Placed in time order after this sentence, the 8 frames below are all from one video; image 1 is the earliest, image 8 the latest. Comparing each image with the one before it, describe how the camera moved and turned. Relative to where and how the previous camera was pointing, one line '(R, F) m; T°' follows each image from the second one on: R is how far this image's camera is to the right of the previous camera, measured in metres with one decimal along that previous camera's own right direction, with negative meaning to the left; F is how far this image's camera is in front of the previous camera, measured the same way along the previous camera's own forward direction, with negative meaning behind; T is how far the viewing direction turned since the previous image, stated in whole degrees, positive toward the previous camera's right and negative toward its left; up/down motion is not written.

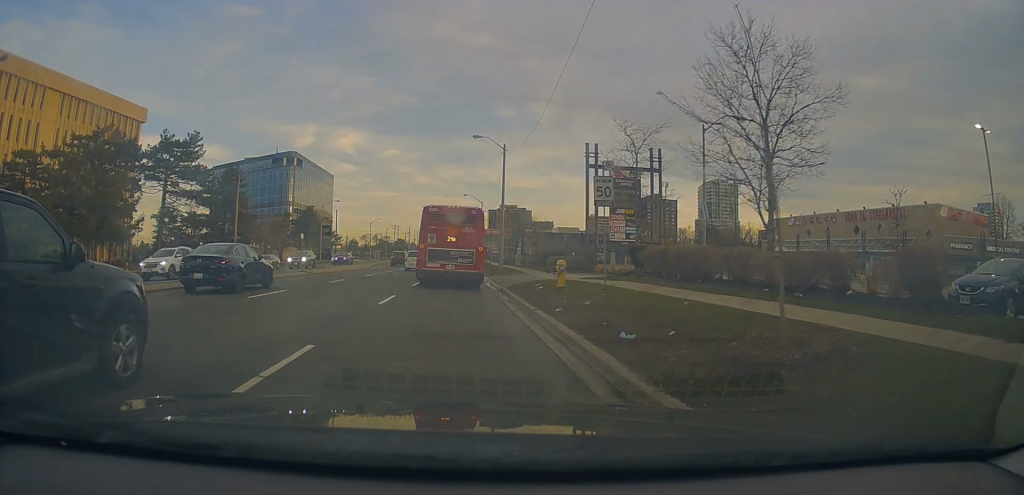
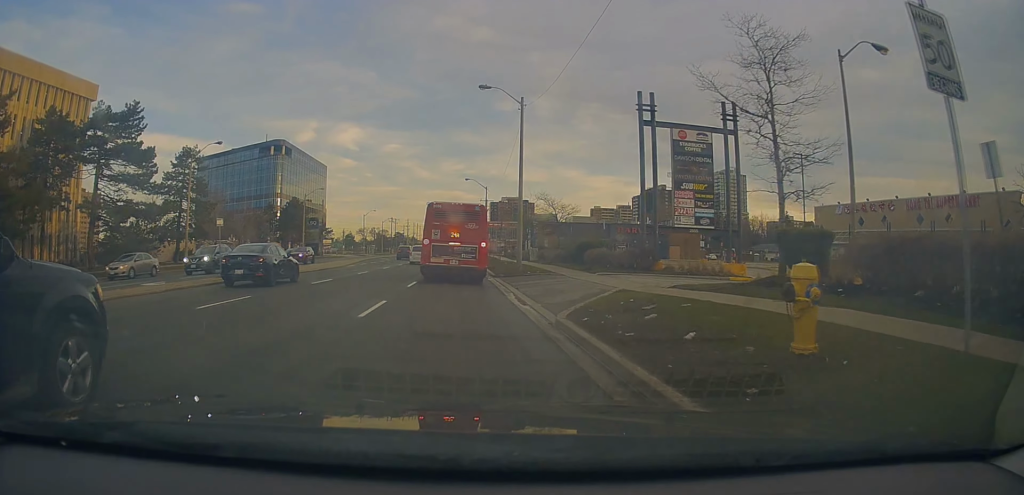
(0.0, +12.8) m; -2°
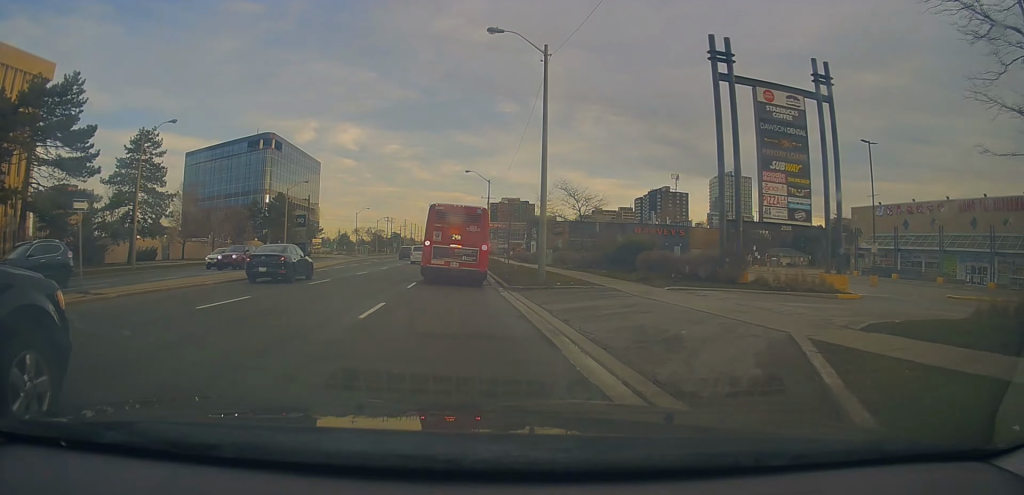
(-0.3, +9.4) m; -1°
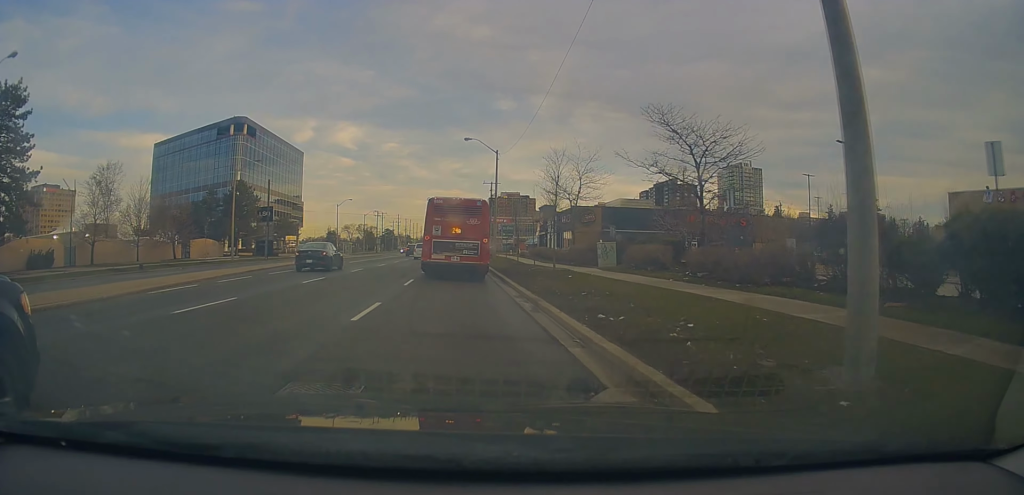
(+0.2, +19.4) m; +1°
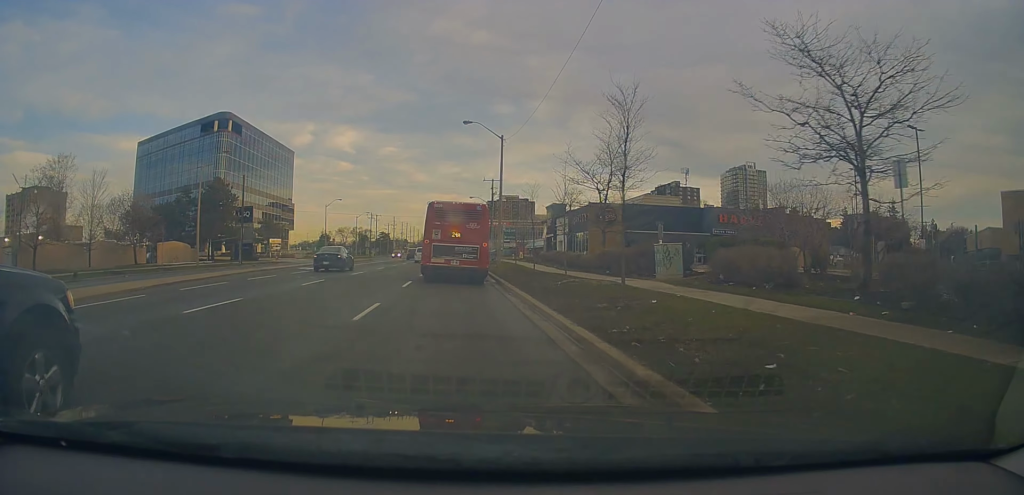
(0.0, +8.9) m; +1°
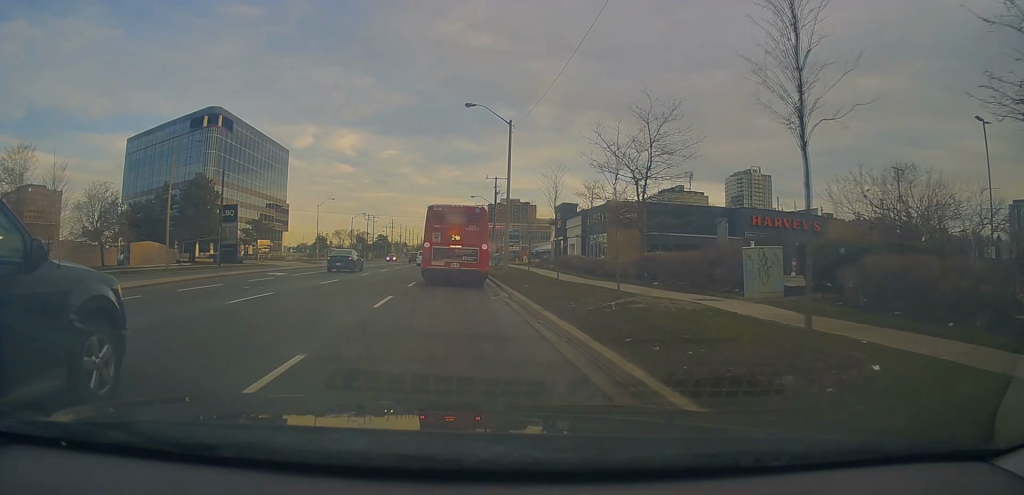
(0.0, +6.6) m; +1°
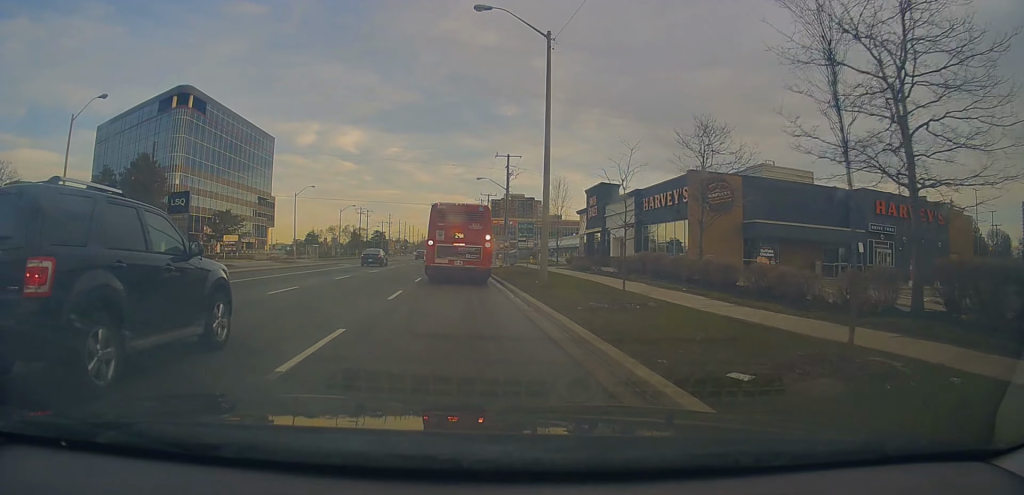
(-0.2, +16.1) m; -2°
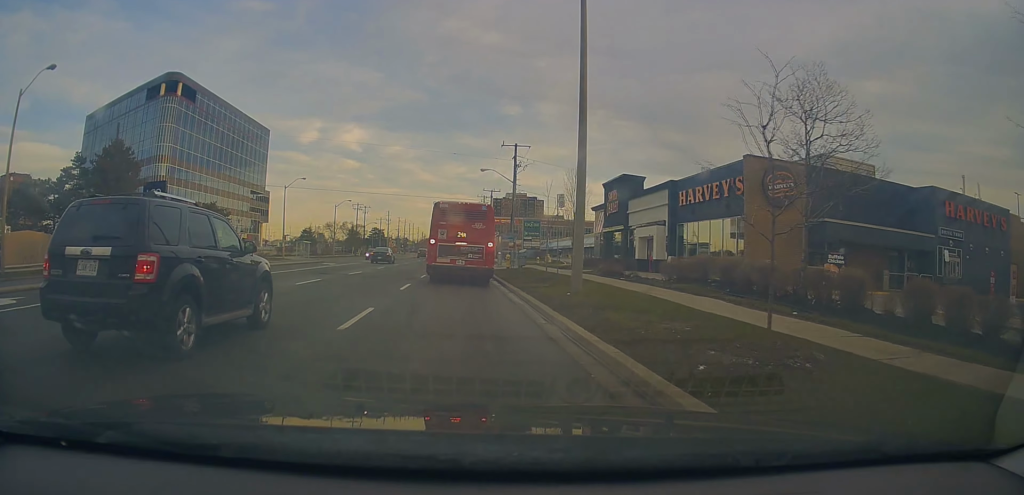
(+0.1, +6.0) m; 0°
